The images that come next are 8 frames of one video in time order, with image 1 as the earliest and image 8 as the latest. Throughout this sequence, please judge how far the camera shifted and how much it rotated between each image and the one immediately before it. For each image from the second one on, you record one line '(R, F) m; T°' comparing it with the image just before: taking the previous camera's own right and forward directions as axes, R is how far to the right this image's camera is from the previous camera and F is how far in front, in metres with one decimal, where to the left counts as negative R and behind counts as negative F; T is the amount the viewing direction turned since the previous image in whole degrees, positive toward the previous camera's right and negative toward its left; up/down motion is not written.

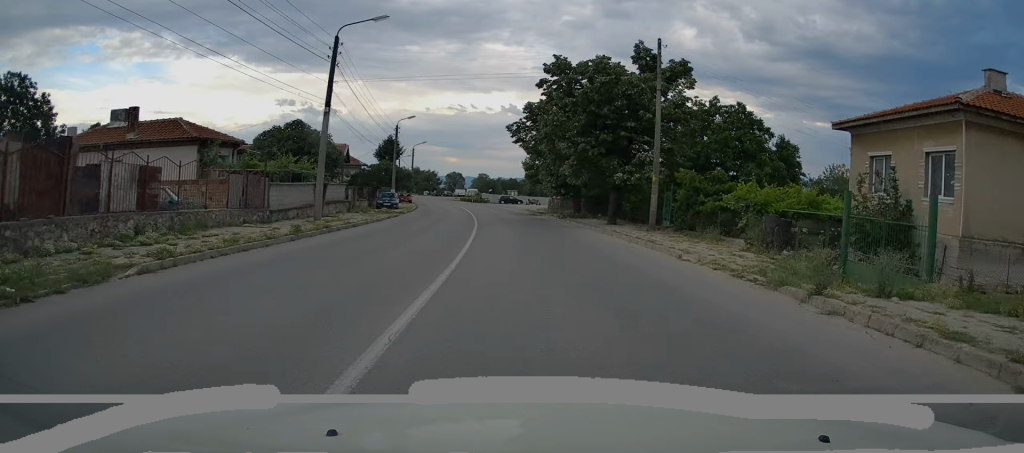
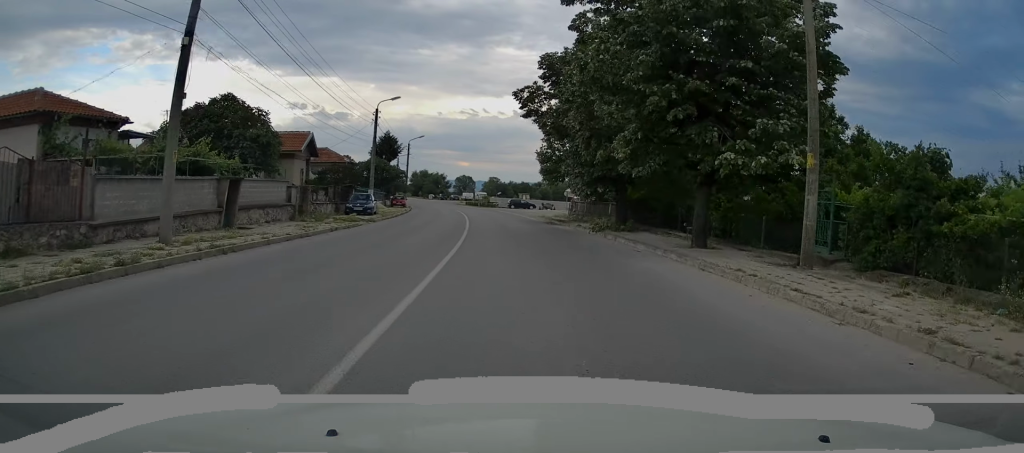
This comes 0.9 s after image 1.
(0.0, +12.1) m; -1°
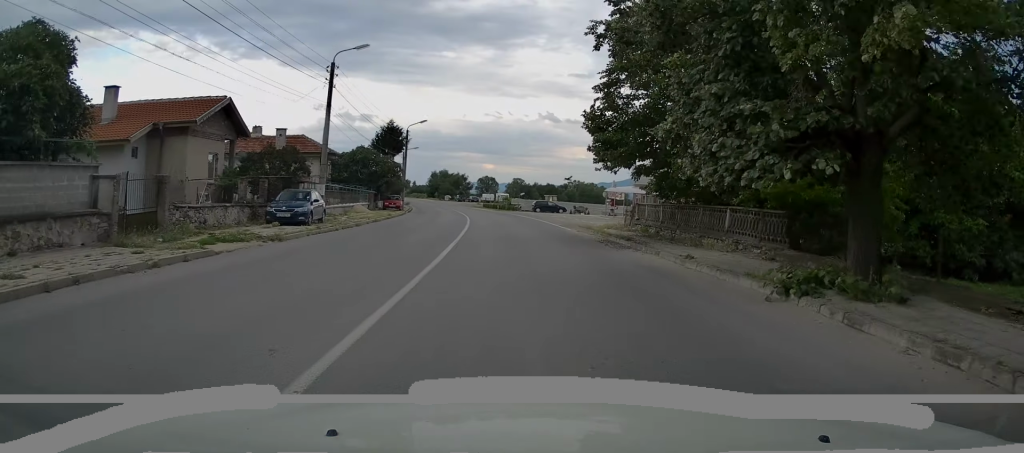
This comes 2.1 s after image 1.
(-0.3, +15.6) m; -3°
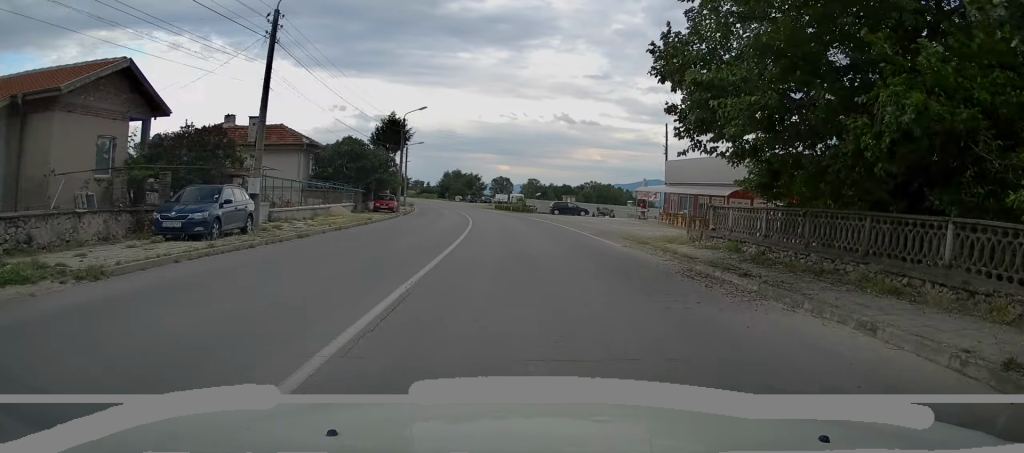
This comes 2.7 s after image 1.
(-0.3, +8.7) m; -1°
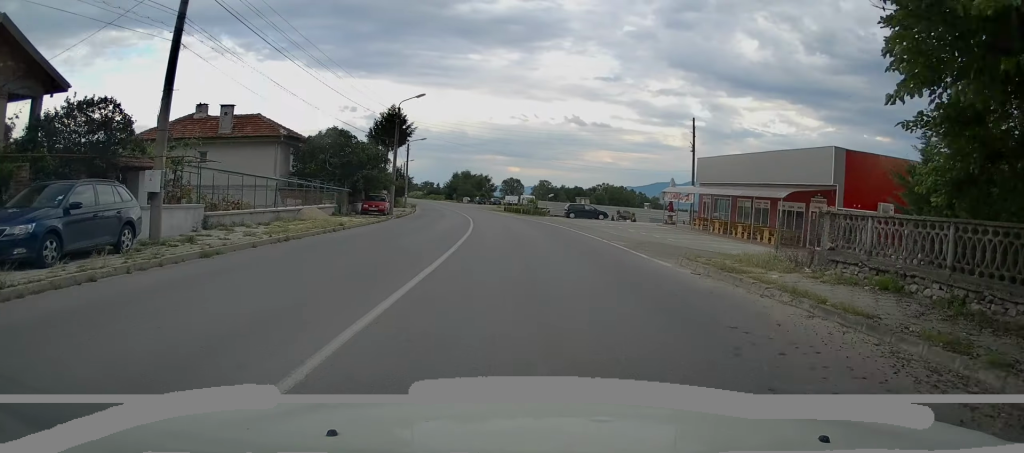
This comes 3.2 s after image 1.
(-0.1, +6.5) m; -1°
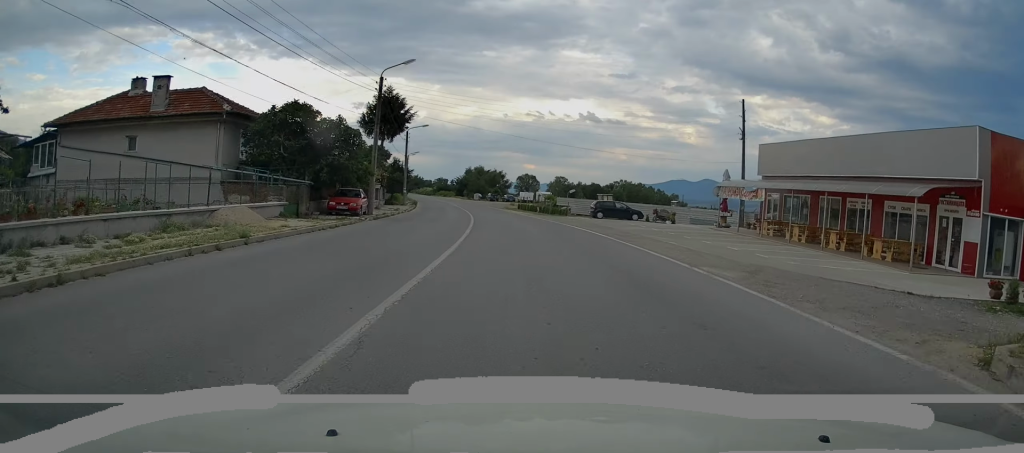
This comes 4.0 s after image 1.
(+0.1, +9.9) m; -1°
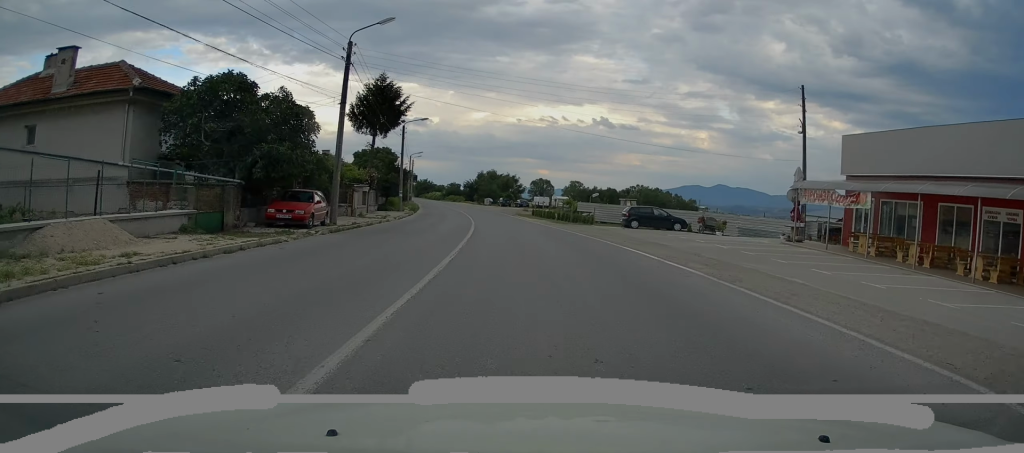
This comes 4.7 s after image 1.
(-0.3, +8.9) m; -2°
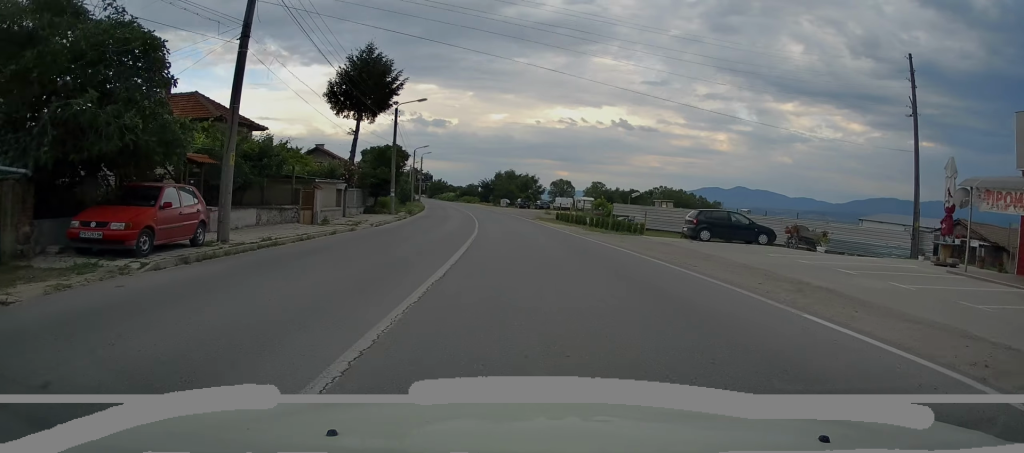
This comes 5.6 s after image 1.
(-0.2, +10.9) m; -1°
